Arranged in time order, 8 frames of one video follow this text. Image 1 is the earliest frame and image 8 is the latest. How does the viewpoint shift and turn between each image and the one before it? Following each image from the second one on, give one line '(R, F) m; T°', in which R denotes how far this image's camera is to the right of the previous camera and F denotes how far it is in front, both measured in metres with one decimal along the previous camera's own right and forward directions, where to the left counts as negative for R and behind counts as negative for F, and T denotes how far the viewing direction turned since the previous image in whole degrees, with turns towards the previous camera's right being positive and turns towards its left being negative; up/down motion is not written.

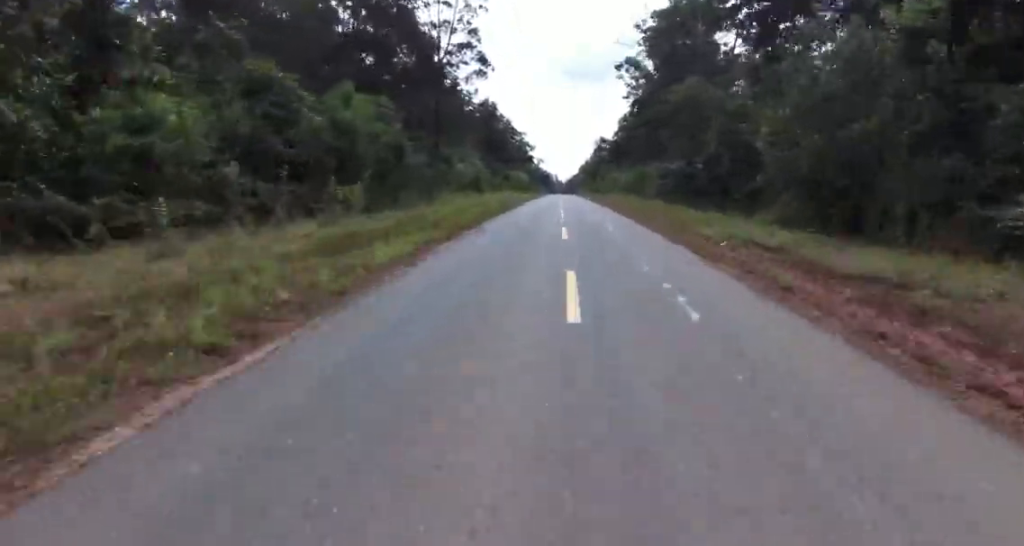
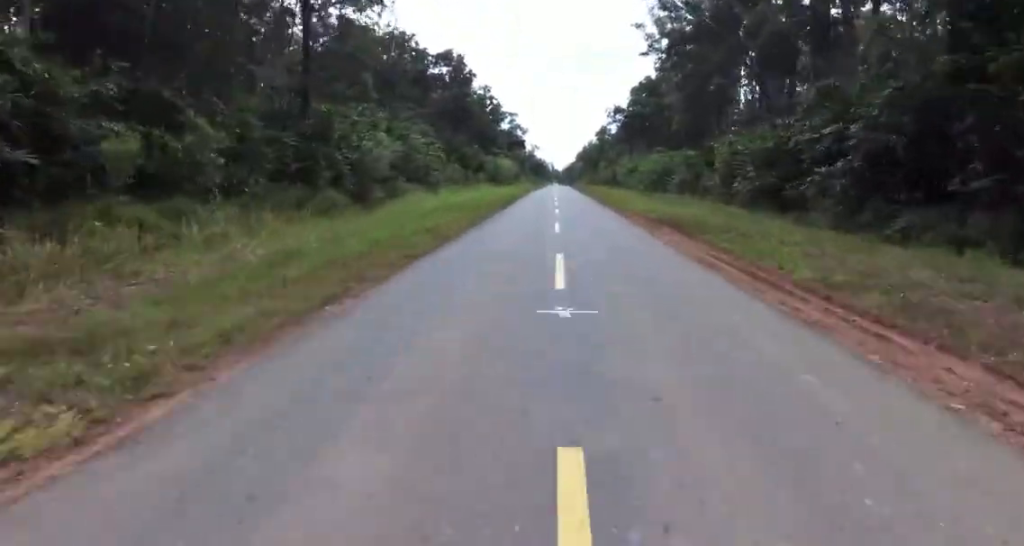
(-0.9, +41.2) m; -1°
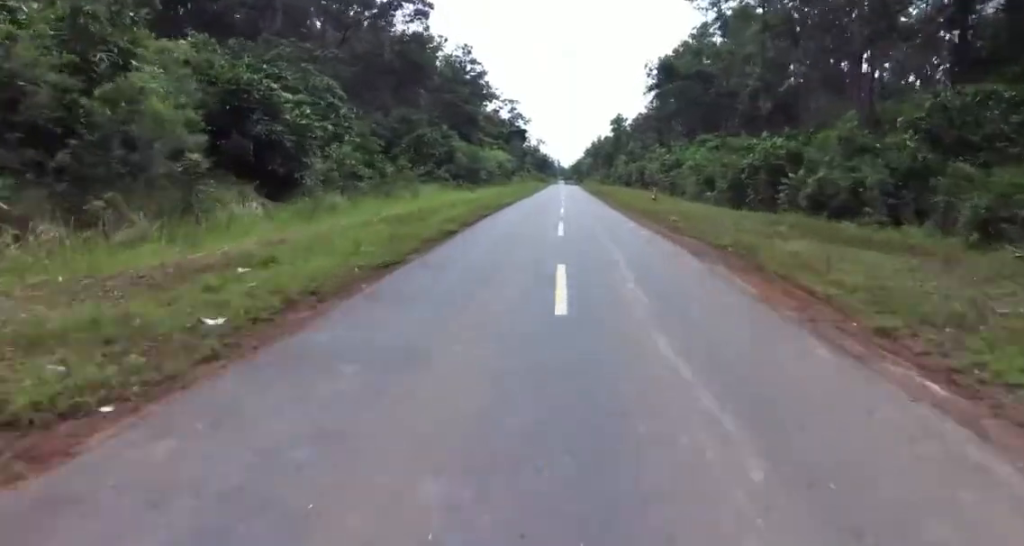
(+0.3, +35.3) m; +1°
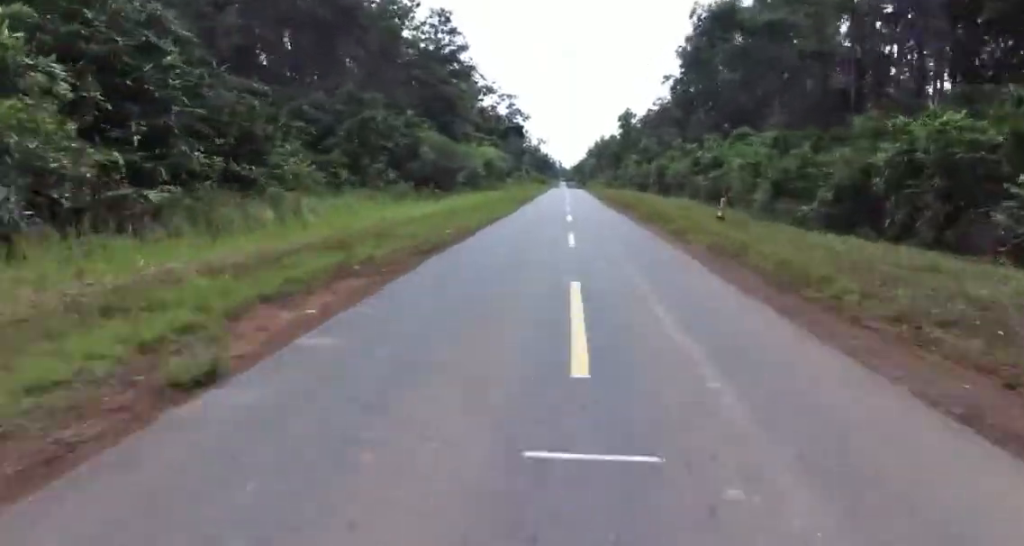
(+0.1, +19.3) m; 0°
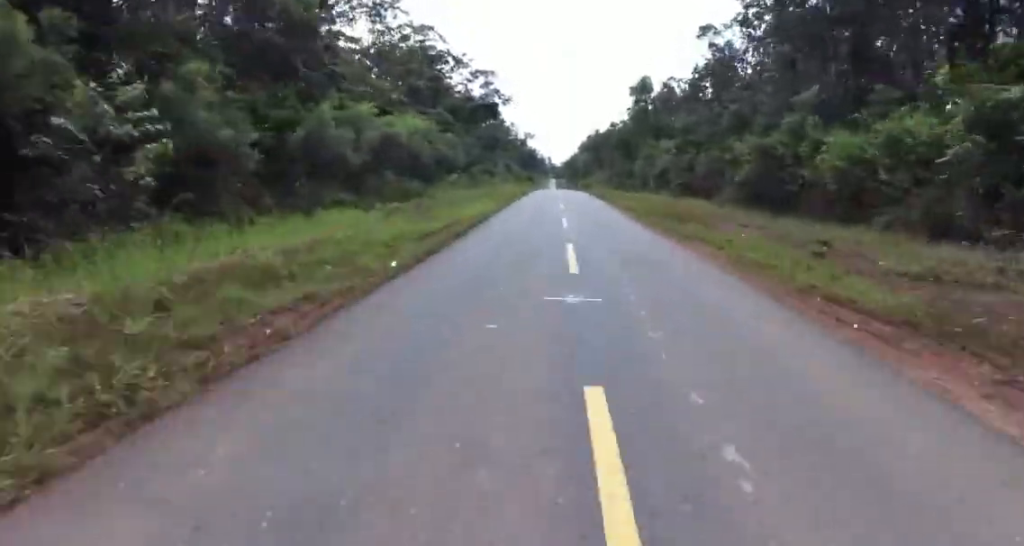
(-0.1, +46.0) m; -1°
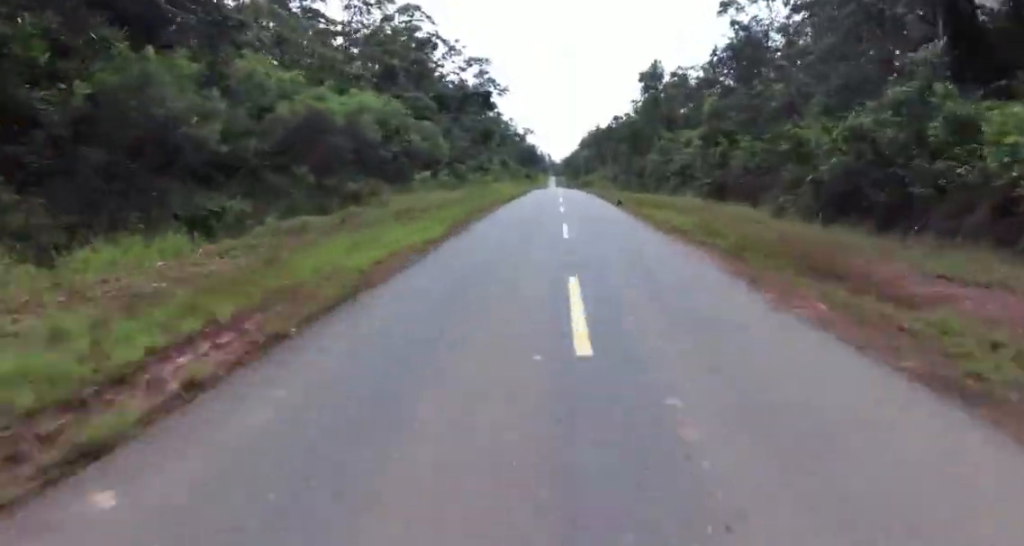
(-0.2, +13.5) m; 0°
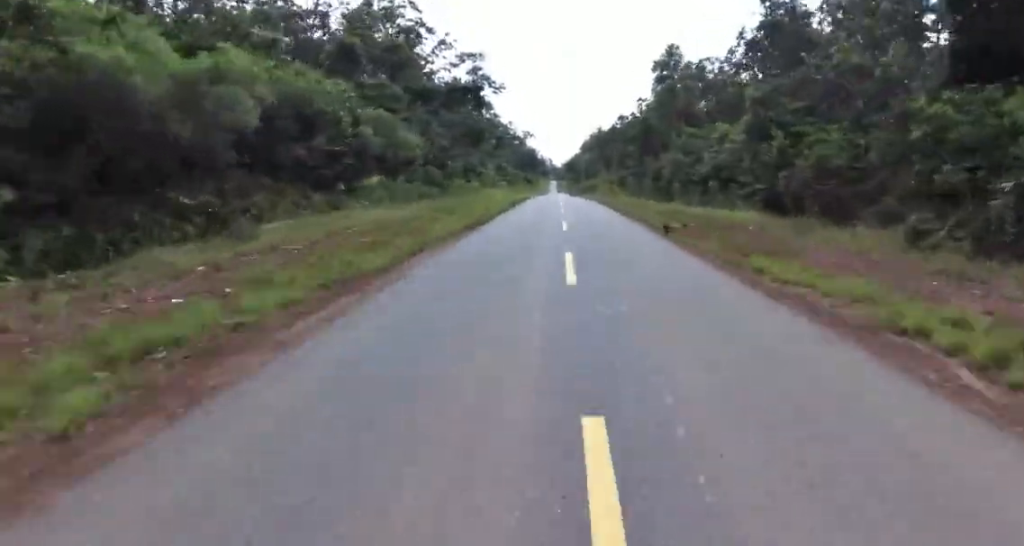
(-0.3, +13.5) m; 0°
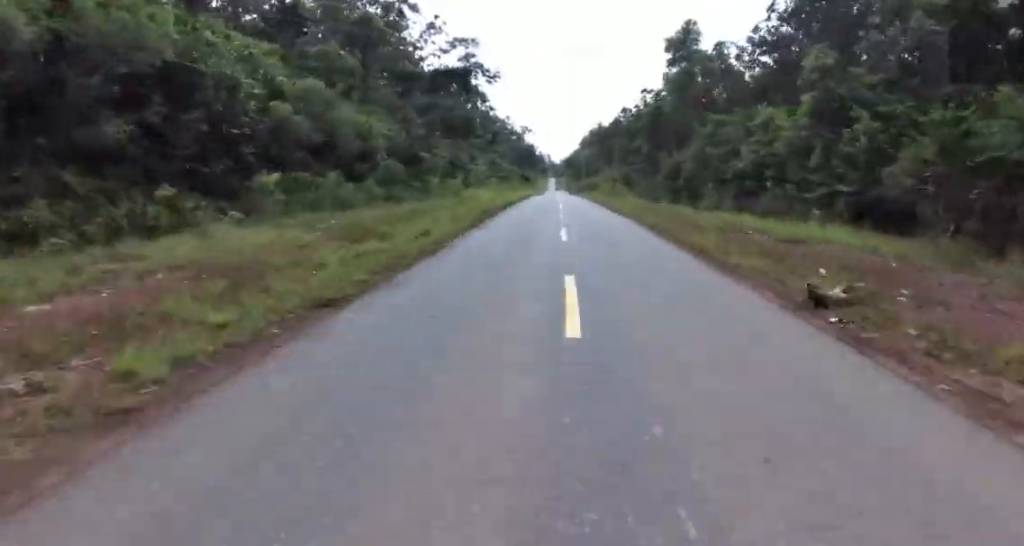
(+0.1, +11.6) m; +1°
